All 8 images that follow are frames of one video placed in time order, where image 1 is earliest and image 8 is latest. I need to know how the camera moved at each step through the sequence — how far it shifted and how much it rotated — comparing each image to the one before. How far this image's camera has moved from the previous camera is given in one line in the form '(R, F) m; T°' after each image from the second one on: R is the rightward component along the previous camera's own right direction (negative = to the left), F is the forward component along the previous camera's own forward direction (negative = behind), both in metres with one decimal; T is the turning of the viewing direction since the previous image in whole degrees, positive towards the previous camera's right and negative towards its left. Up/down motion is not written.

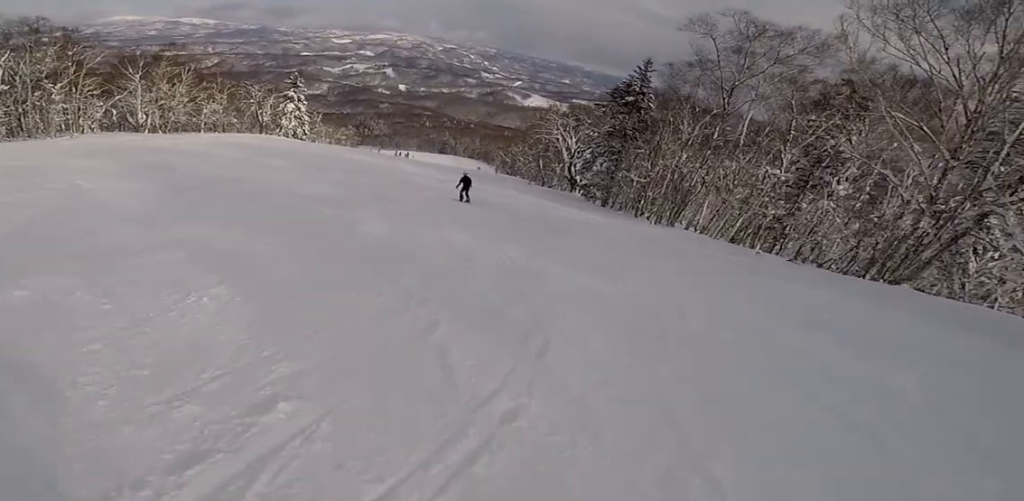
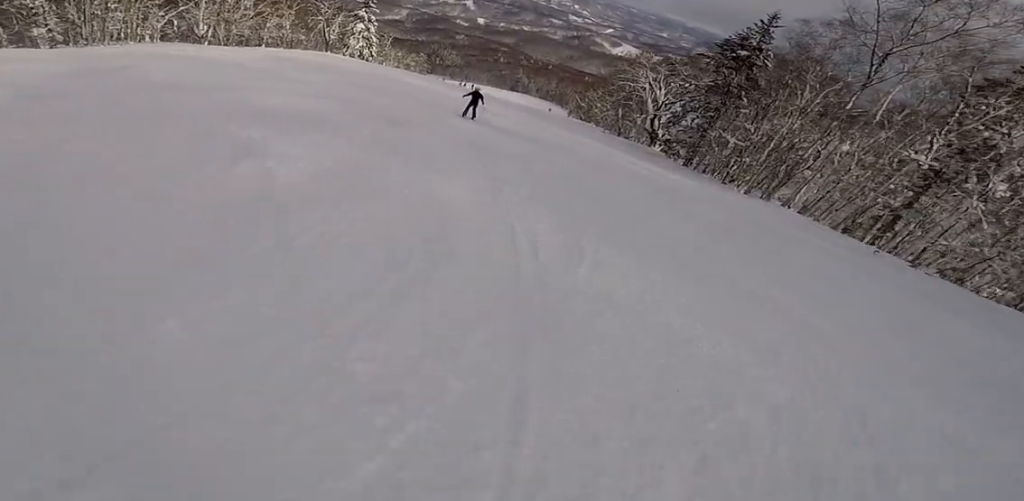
(-0.9, +3.8) m; -7°
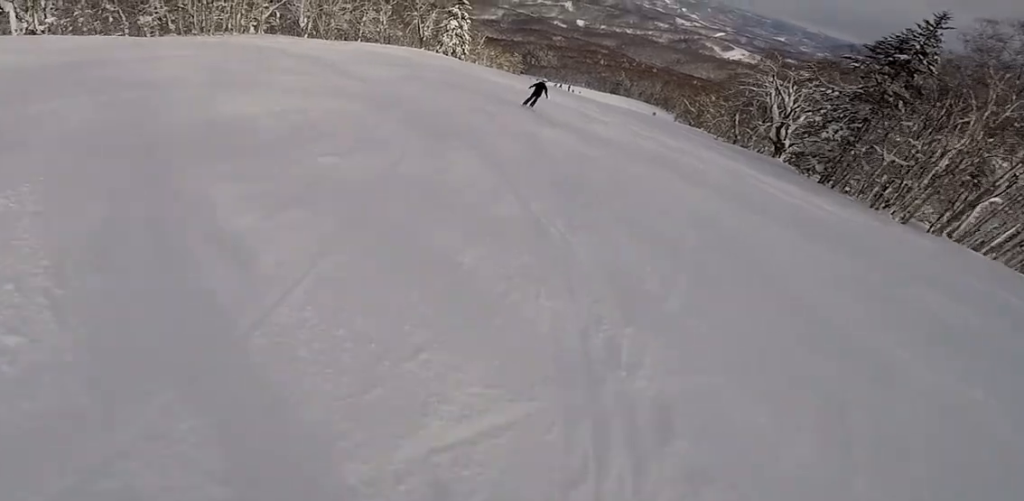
(-0.5, +3.9) m; -7°
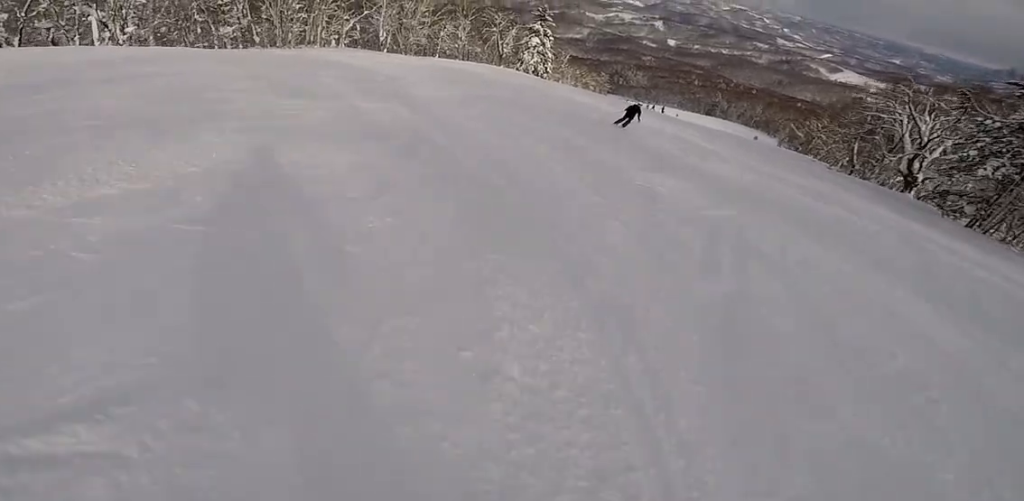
(0.0, +3.4) m; +2°
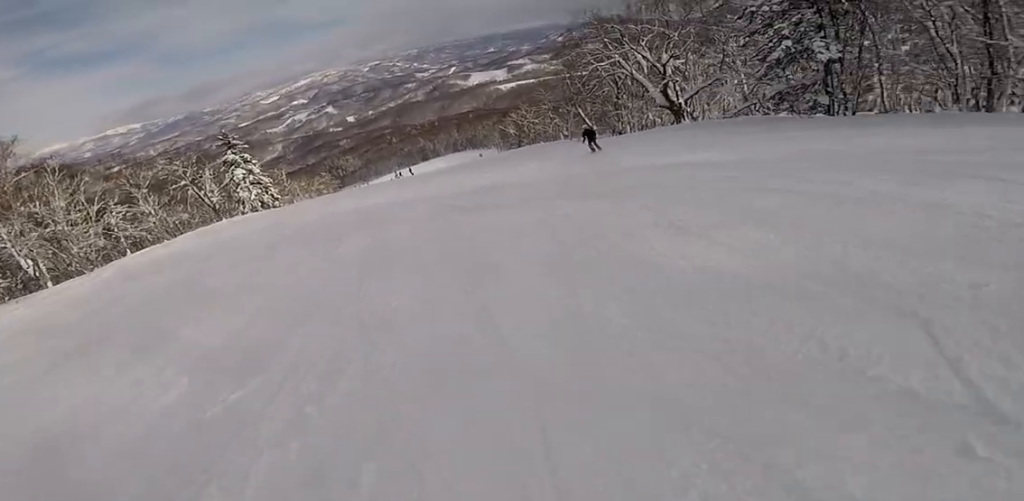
(+2.5, +16.0) m; +22°
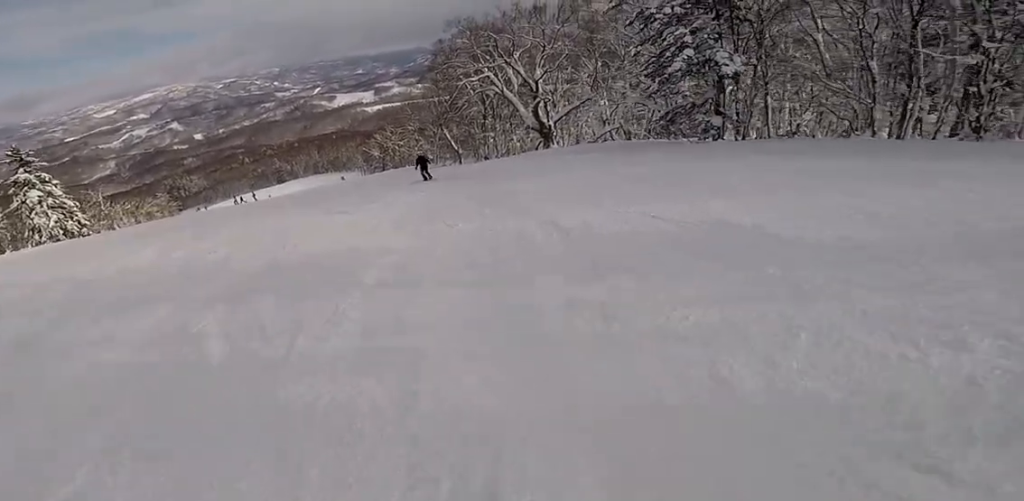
(+0.7, +6.7) m; +7°
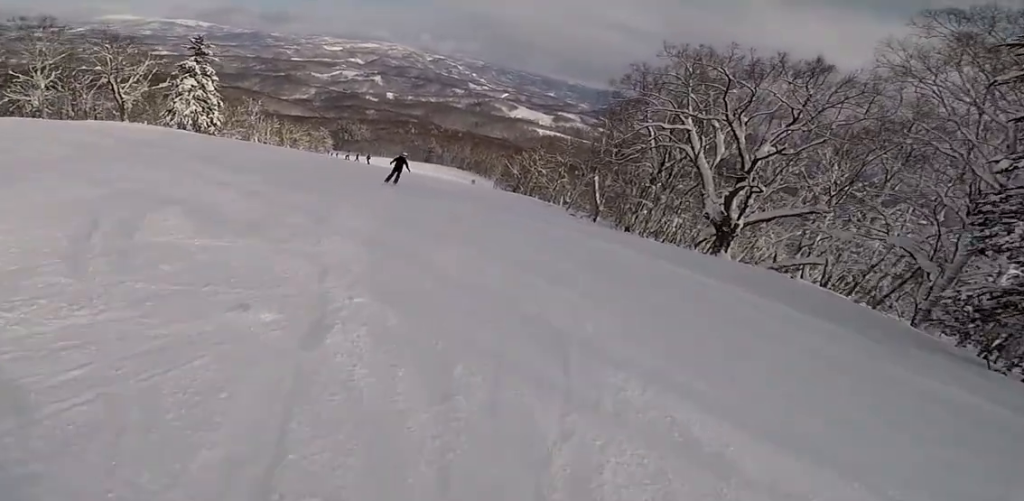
(0.0, +10.6) m; -9°
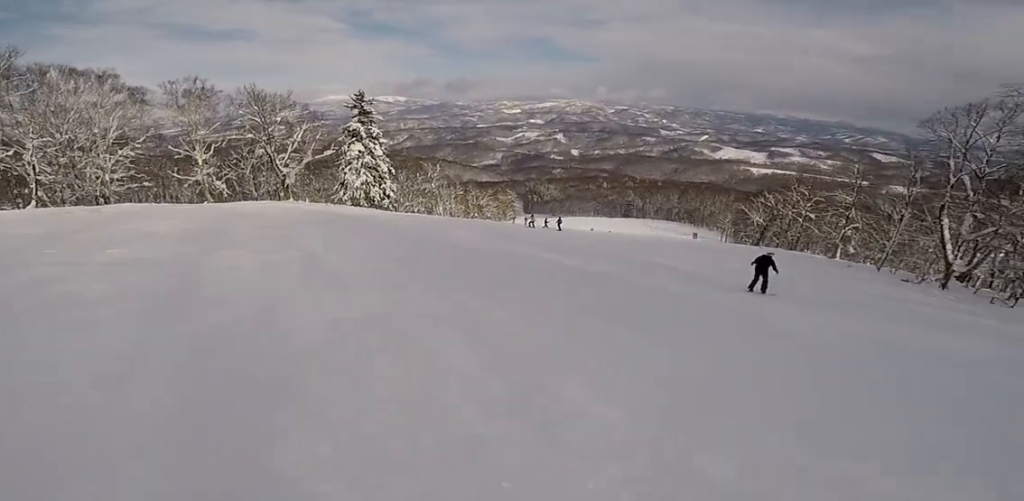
(-4.1, +15.5) m; -18°
